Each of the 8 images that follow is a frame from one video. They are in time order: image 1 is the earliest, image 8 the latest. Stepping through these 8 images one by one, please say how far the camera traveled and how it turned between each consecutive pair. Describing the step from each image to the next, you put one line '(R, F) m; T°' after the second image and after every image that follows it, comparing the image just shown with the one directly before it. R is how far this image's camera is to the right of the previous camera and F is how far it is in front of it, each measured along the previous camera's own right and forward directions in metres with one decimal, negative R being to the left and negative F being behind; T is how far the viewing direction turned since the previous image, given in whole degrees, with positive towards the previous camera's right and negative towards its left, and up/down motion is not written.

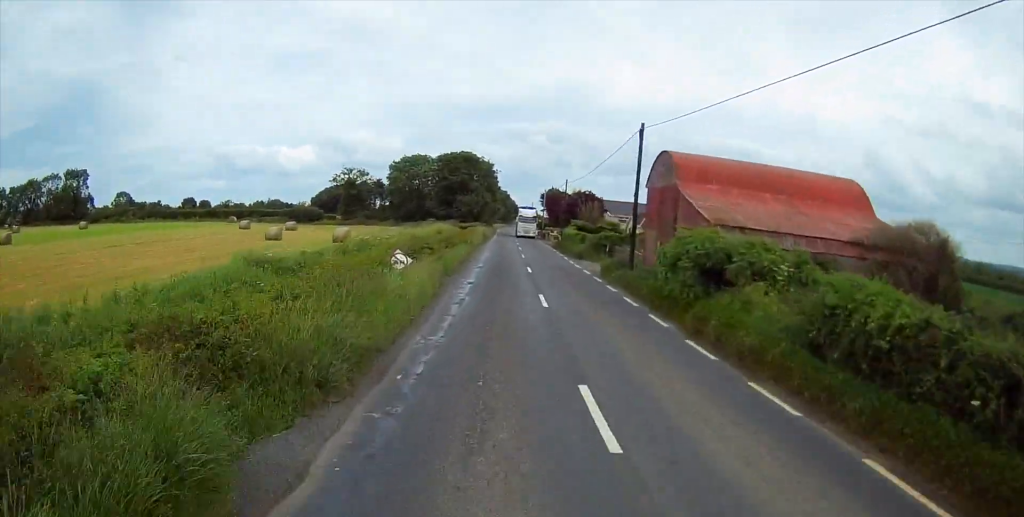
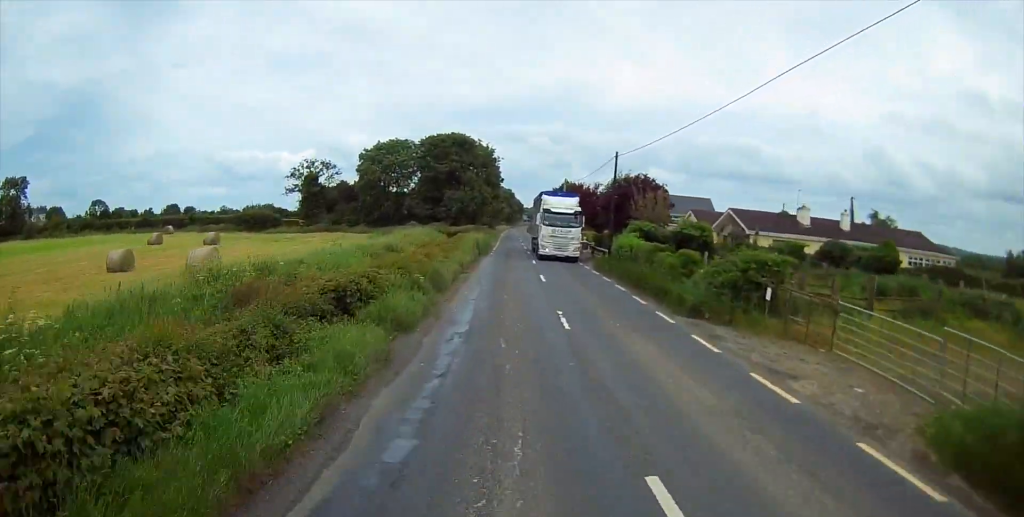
(-0.4, +26.8) m; -1°
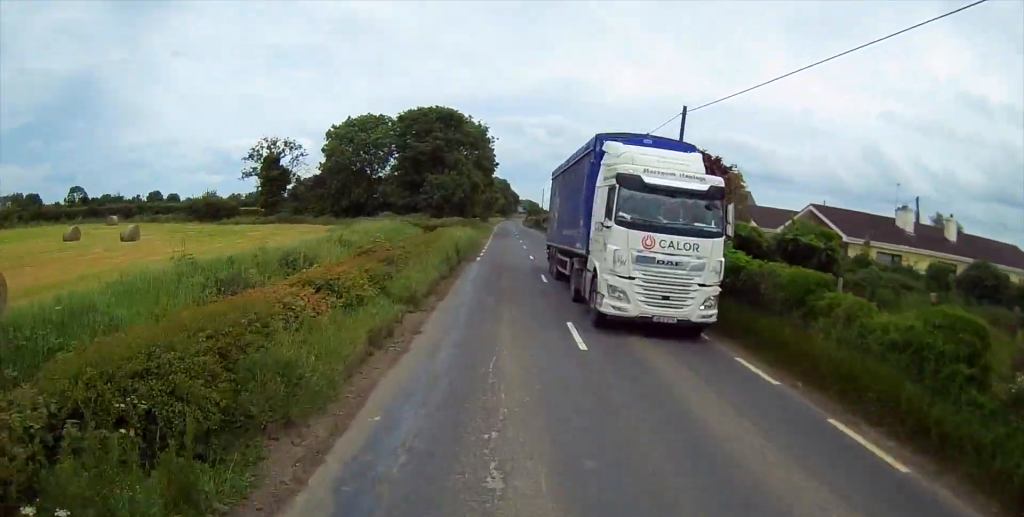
(-0.1, +14.7) m; +1°
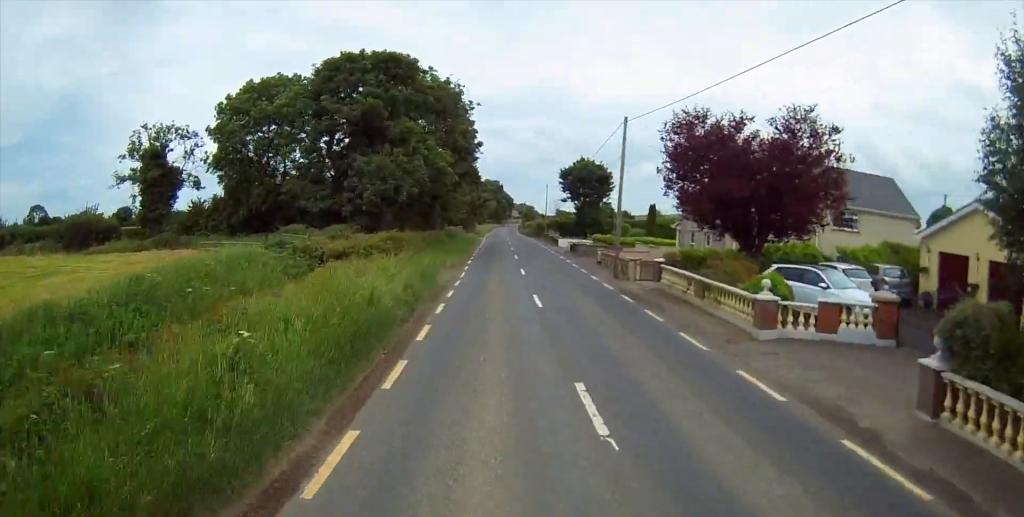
(+0.6, +28.0) m; +1°
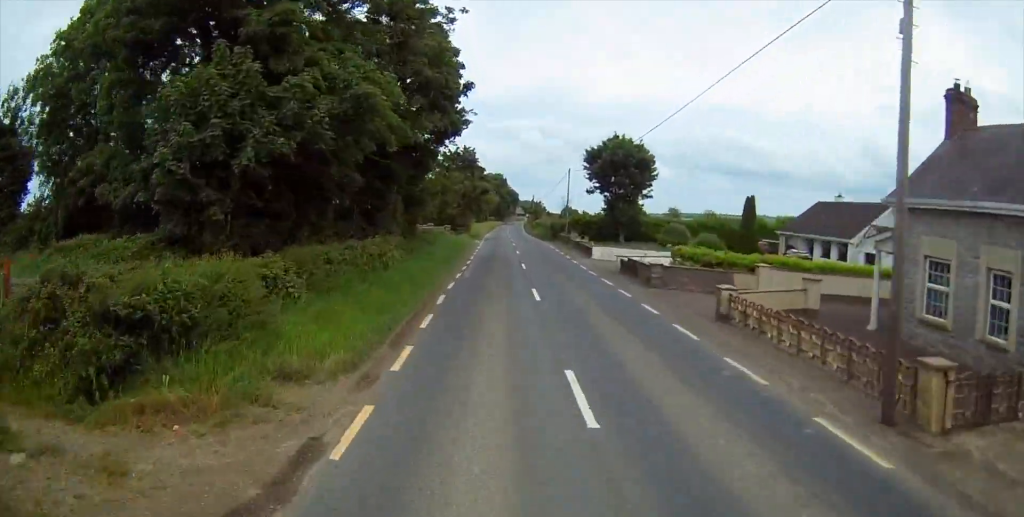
(-0.2, +22.8) m; -1°
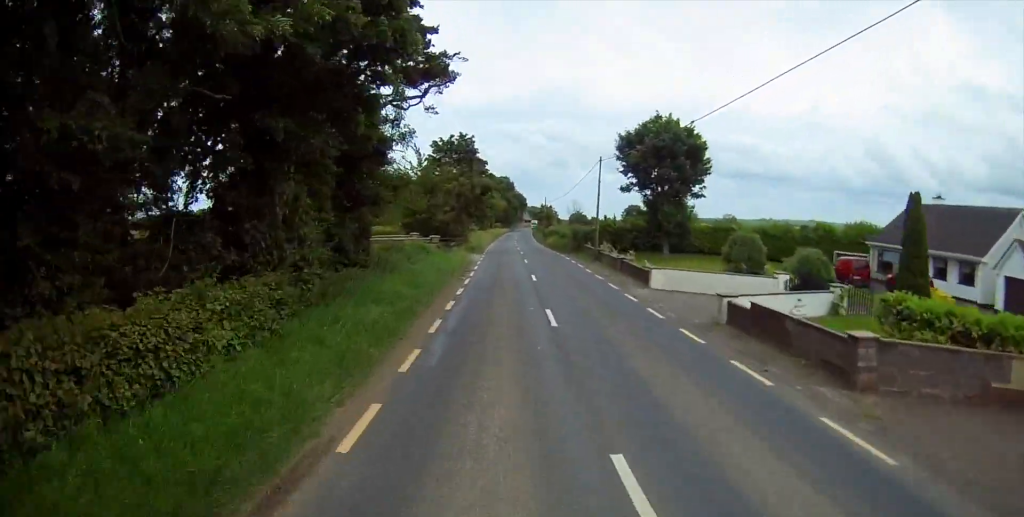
(-0.4, +15.9) m; 0°
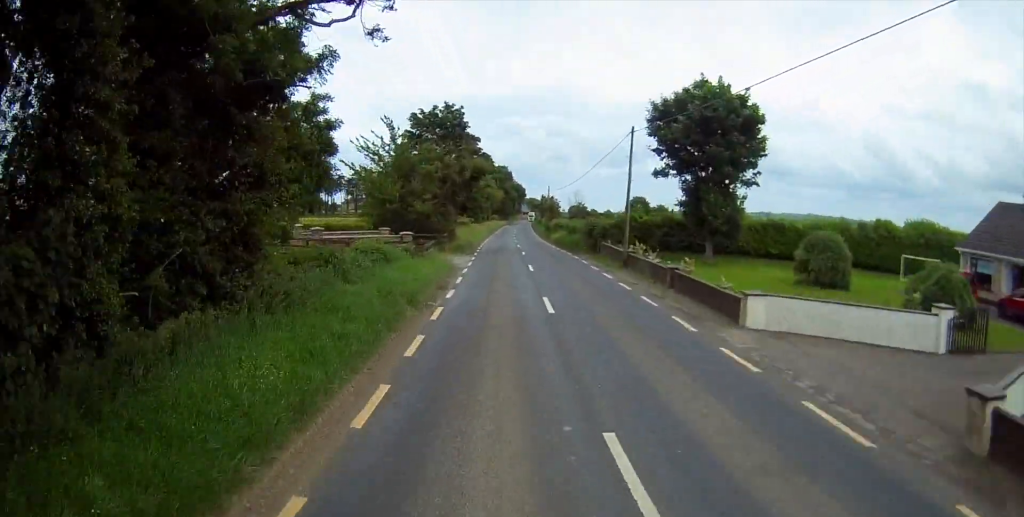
(+0.4, +11.3) m; 0°
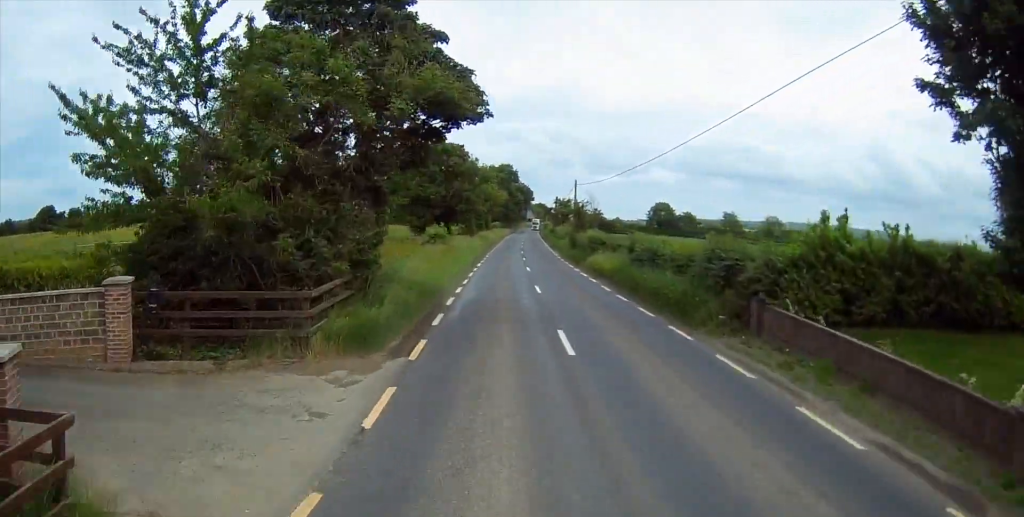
(-0.4, +27.7) m; -1°
